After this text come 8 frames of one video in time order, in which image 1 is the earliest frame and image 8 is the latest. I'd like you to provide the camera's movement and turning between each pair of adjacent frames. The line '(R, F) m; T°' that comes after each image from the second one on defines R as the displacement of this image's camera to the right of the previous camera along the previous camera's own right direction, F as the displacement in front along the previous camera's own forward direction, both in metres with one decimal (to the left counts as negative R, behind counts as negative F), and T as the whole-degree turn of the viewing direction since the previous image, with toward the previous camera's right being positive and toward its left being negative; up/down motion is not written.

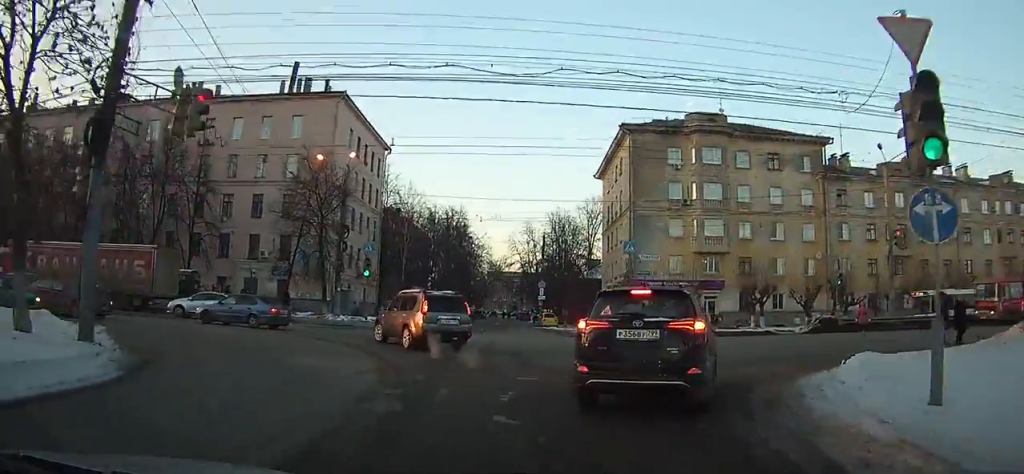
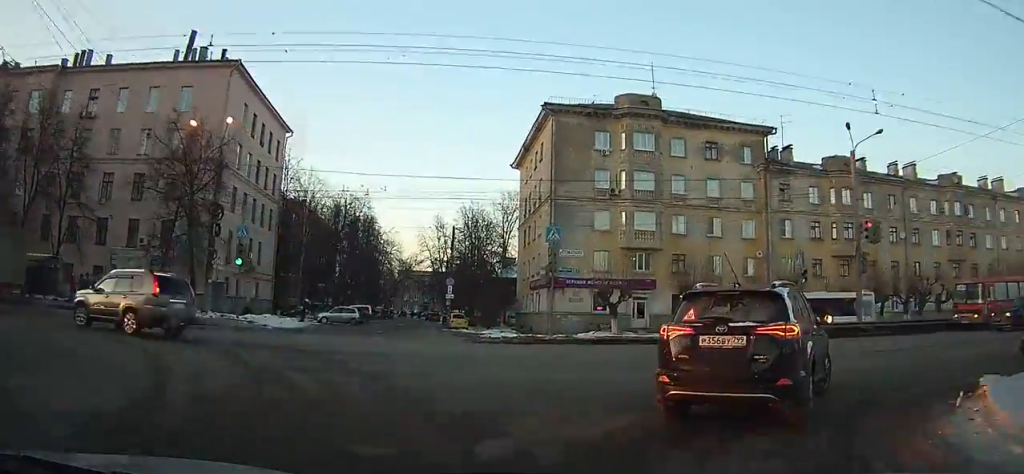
(+0.3, +4.1) m; +9°
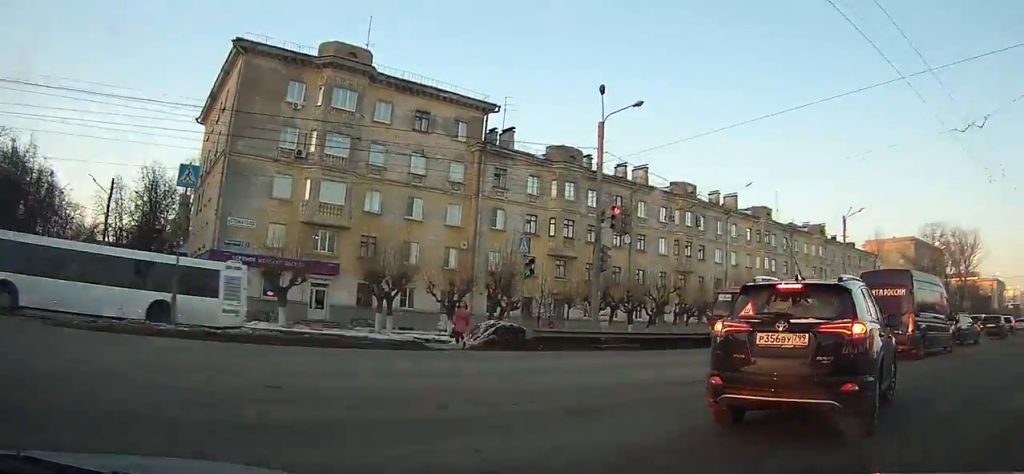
(+0.9, +6.7) m; +23°
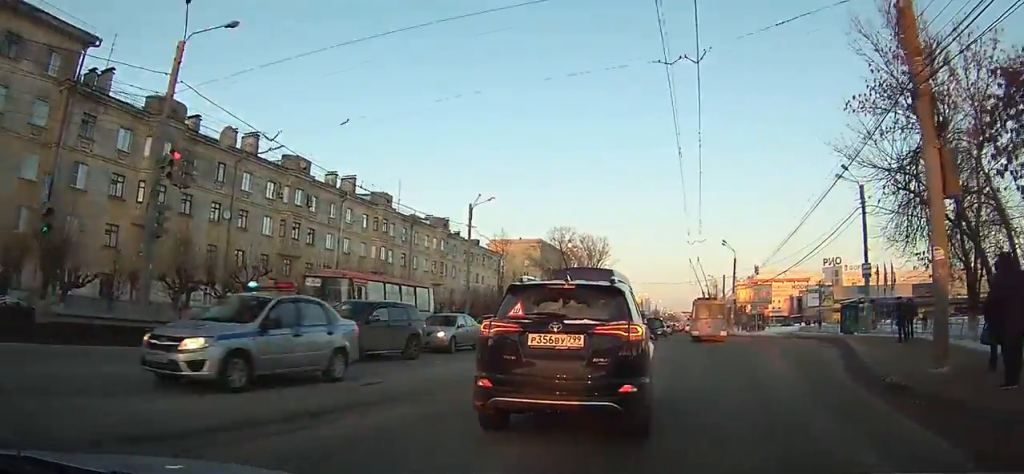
(+1.7, +6.0) m; +34°
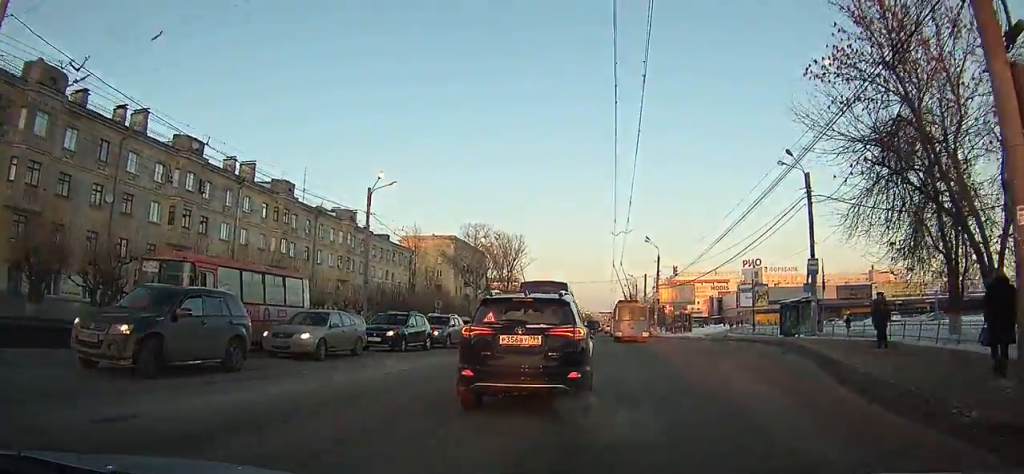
(+2.0, +6.5) m; +21°
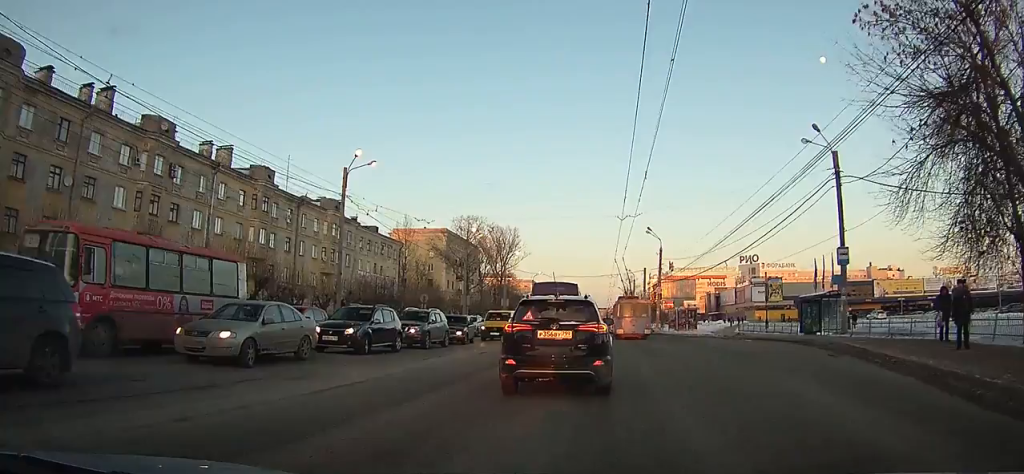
(+0.2, +4.2) m; +2°
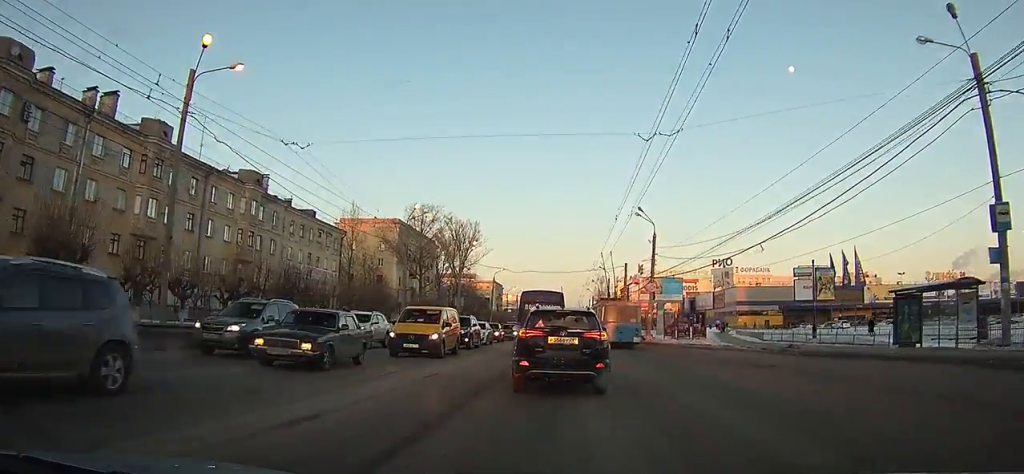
(+0.1, +12.5) m; +1°
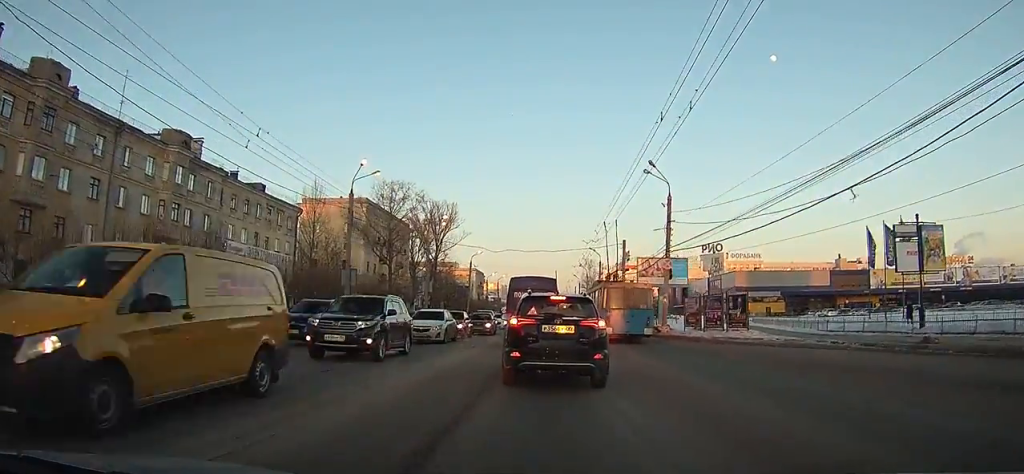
(0.0, +9.2) m; 0°
